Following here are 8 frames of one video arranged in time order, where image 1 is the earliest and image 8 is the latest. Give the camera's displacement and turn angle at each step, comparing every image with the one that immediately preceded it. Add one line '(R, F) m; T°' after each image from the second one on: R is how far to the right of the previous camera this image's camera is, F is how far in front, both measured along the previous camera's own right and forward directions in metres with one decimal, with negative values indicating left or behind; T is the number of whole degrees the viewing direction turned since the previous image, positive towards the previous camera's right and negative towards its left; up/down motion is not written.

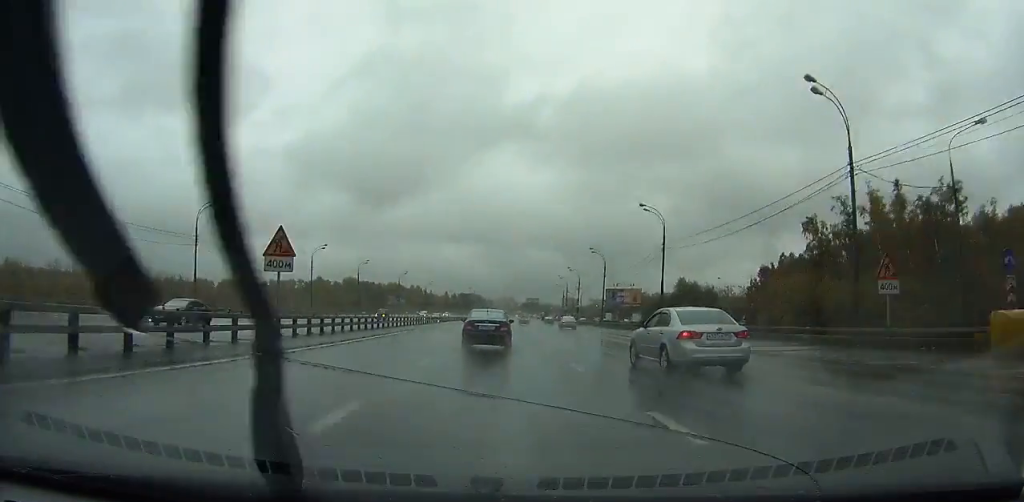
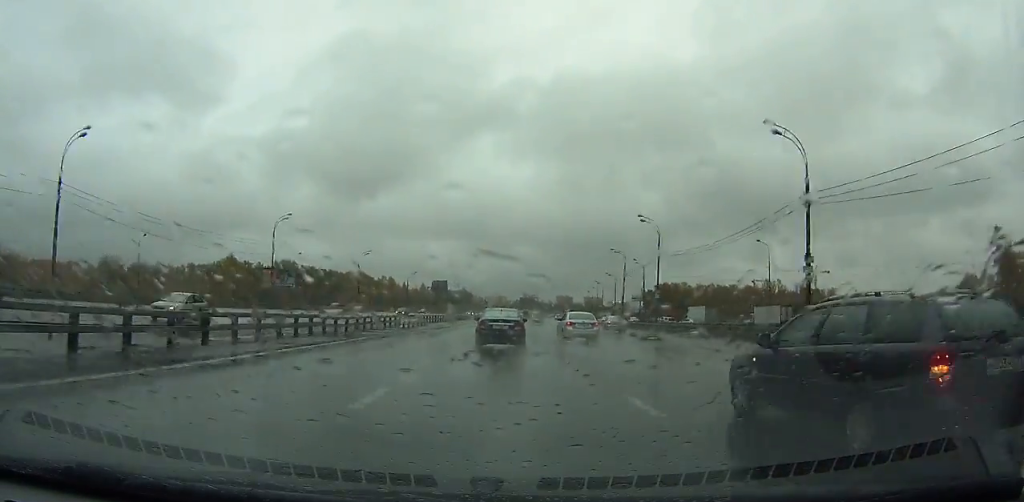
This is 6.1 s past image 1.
(+2.3, +99.2) m; +3°
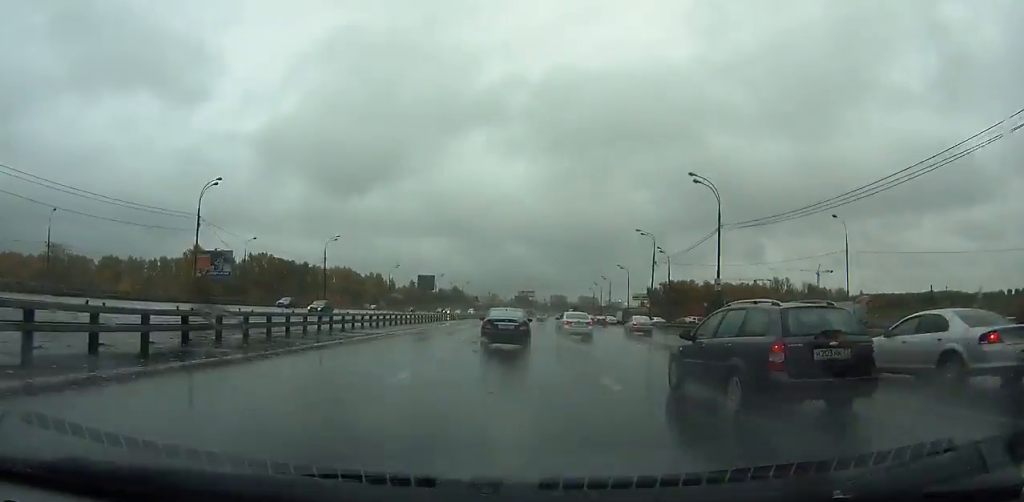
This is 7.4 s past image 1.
(+0.3, +22.2) m; +1°
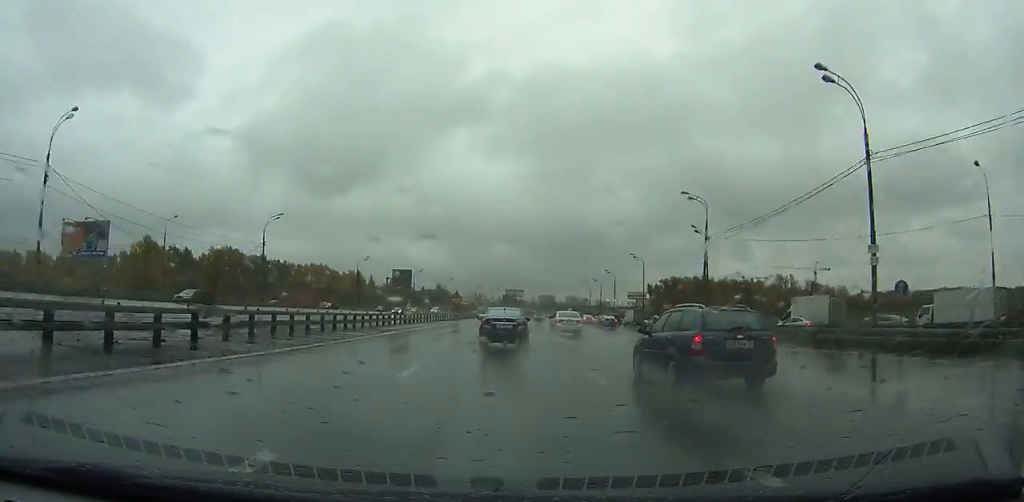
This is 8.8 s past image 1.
(0.0, +23.9) m; +1°
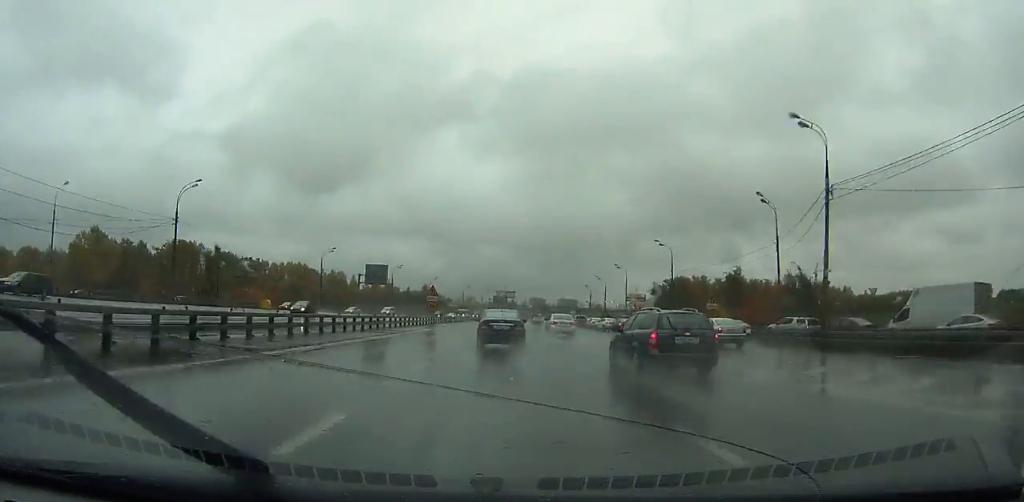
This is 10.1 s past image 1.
(+0.3, +21.7) m; +1°
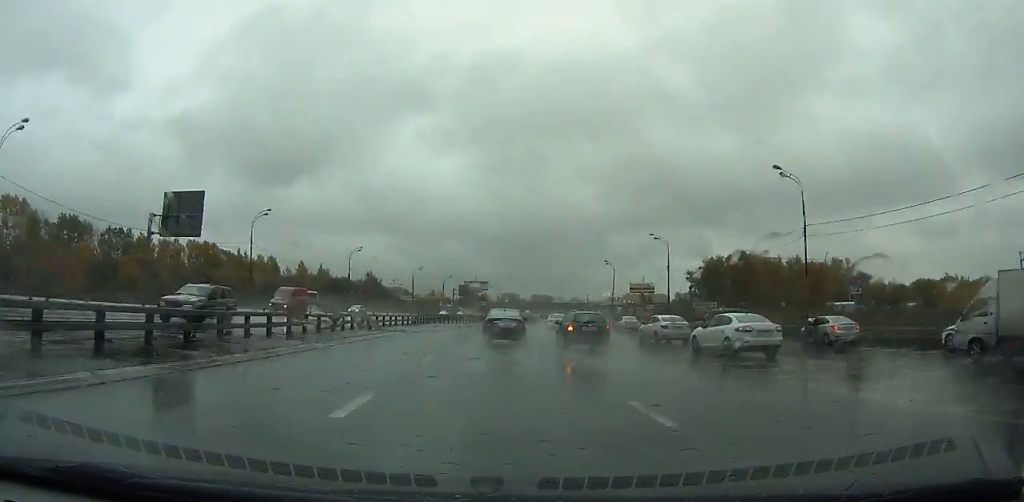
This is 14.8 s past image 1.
(+2.2, +80.1) m; +3°
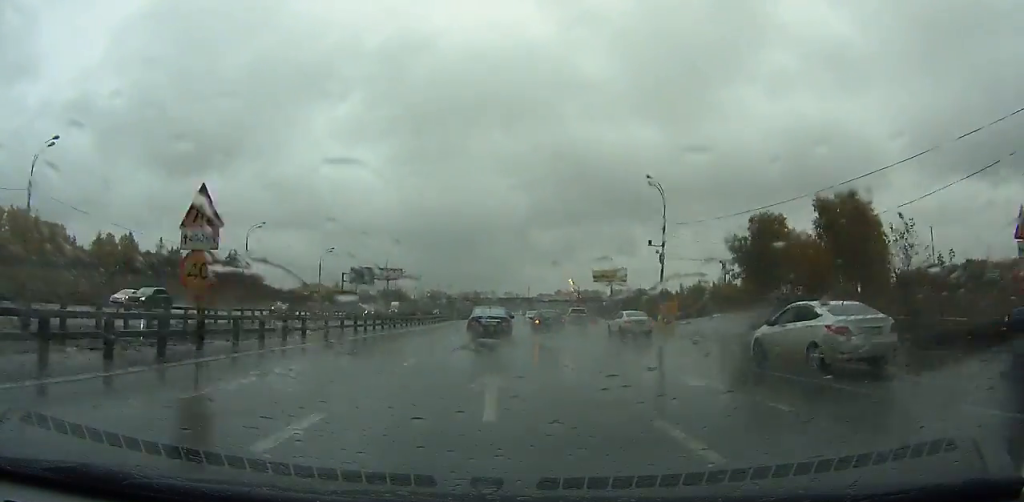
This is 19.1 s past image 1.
(+3.2, +76.3) m; +5°
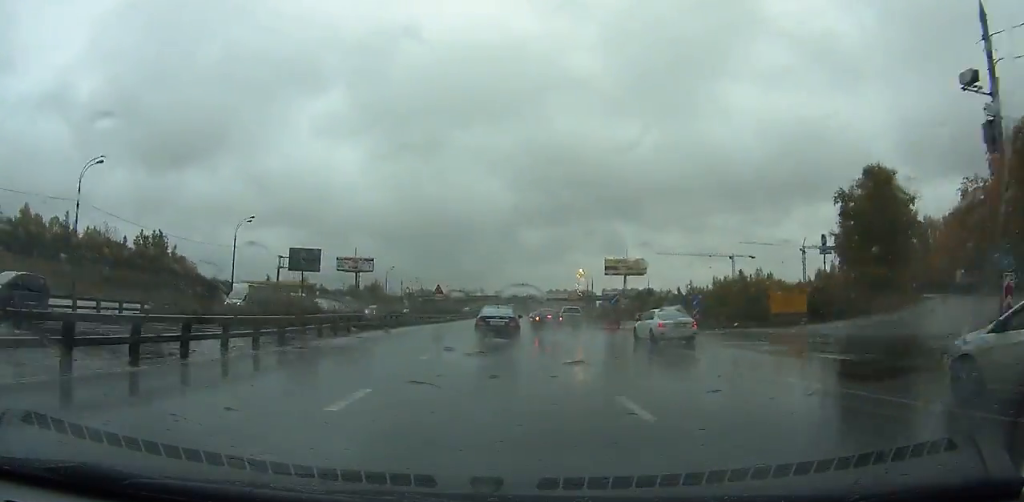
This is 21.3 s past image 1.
(+1.0, +38.0) m; +3°
